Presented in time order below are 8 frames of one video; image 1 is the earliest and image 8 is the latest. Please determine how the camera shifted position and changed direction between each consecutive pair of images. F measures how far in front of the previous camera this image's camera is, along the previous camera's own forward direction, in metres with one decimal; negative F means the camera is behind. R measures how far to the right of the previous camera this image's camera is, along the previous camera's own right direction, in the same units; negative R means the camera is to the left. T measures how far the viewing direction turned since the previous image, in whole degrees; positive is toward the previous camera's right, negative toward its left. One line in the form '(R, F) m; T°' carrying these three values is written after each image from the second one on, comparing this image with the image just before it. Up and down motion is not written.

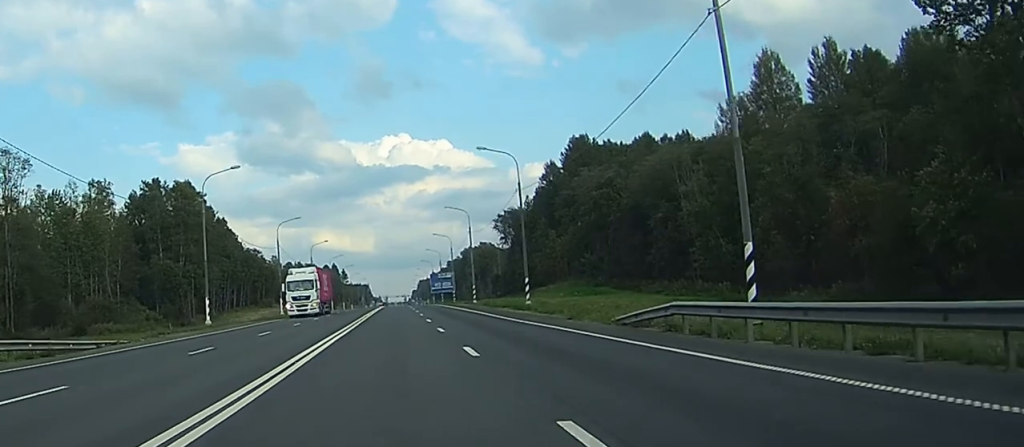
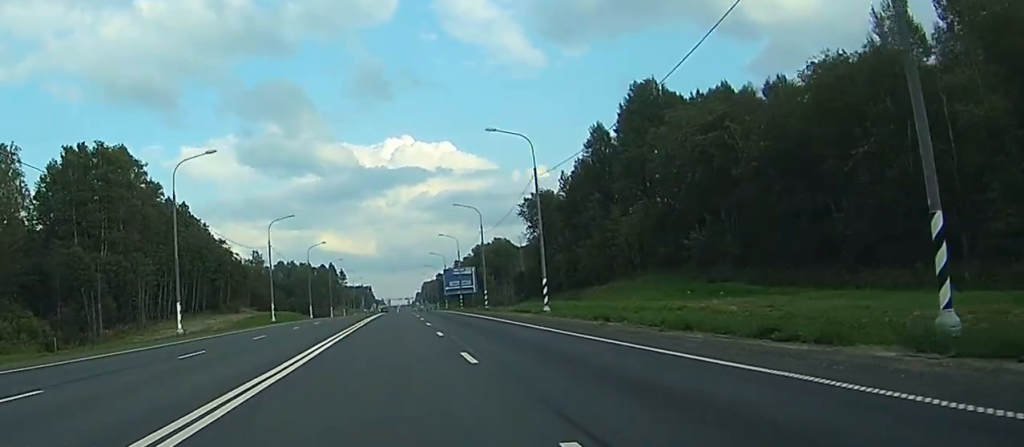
(-0.1, +48.5) m; 0°
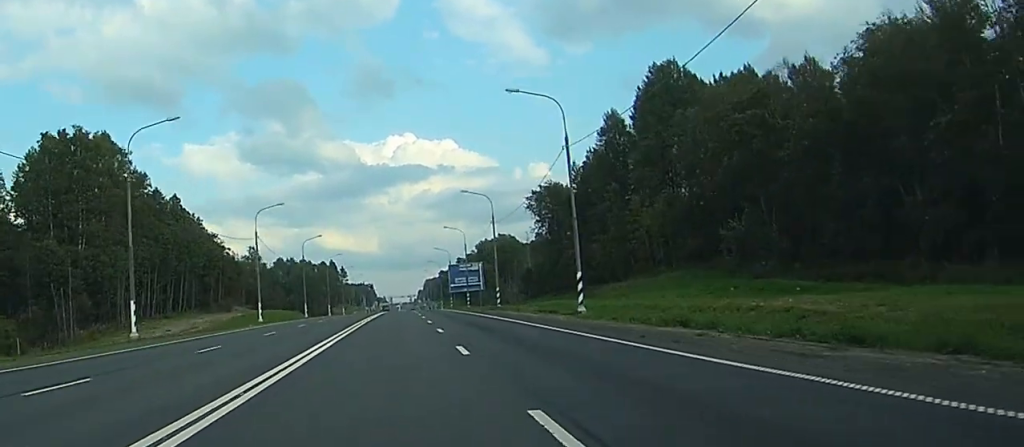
(0.0, +9.8) m; 0°
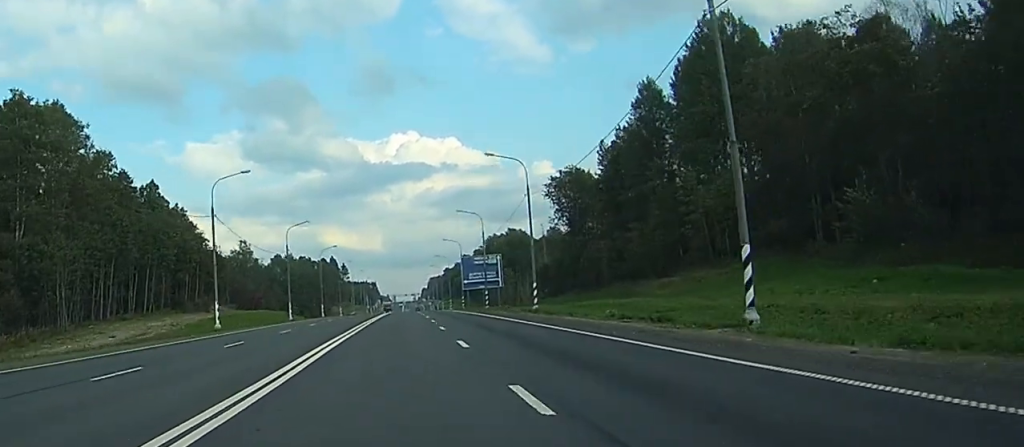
(0.0, +21.1) m; 0°
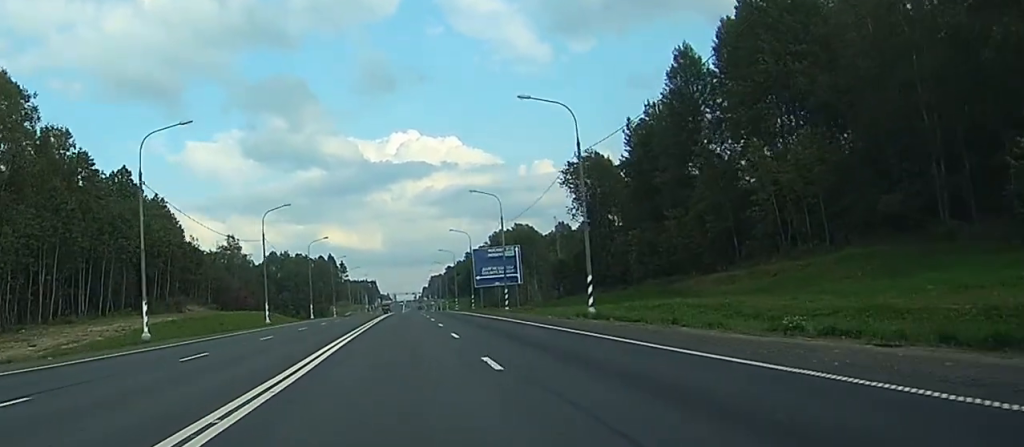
(0.0, +18.0) m; 0°
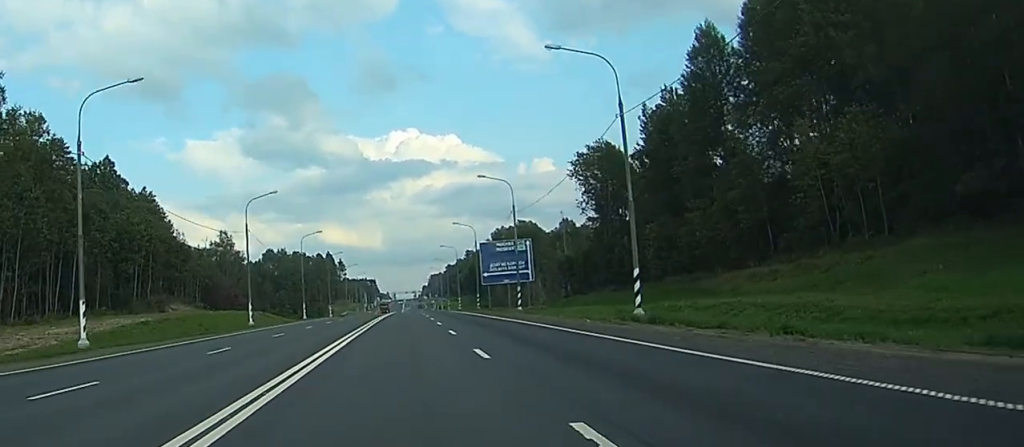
(0.0, +9.0) m; 0°
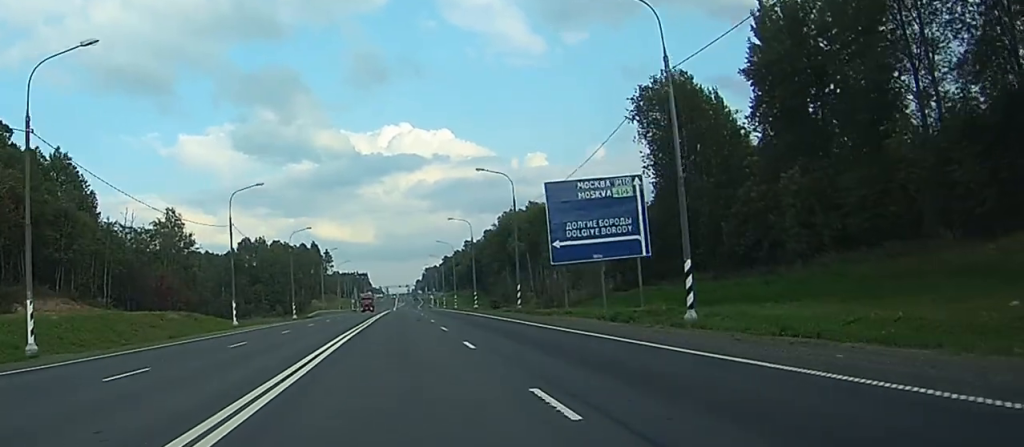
(-0.1, +44.2) m; -1°
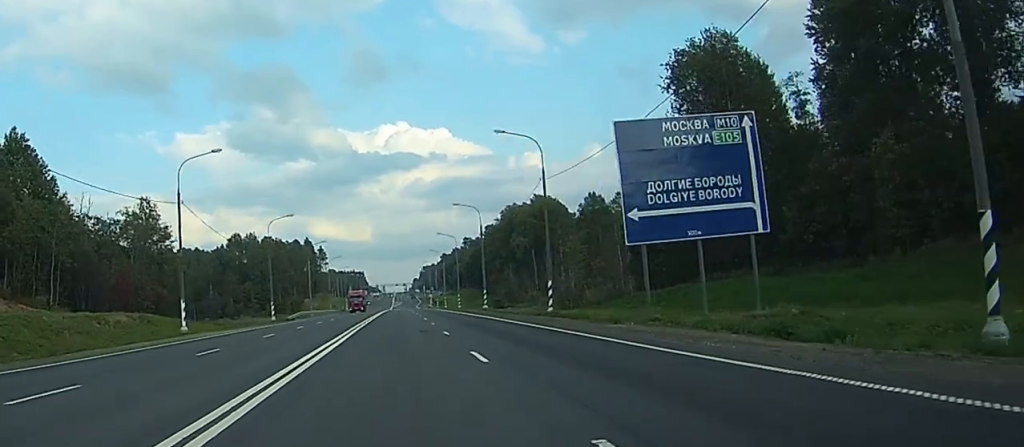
(-0.4, +16.0) m; 0°
